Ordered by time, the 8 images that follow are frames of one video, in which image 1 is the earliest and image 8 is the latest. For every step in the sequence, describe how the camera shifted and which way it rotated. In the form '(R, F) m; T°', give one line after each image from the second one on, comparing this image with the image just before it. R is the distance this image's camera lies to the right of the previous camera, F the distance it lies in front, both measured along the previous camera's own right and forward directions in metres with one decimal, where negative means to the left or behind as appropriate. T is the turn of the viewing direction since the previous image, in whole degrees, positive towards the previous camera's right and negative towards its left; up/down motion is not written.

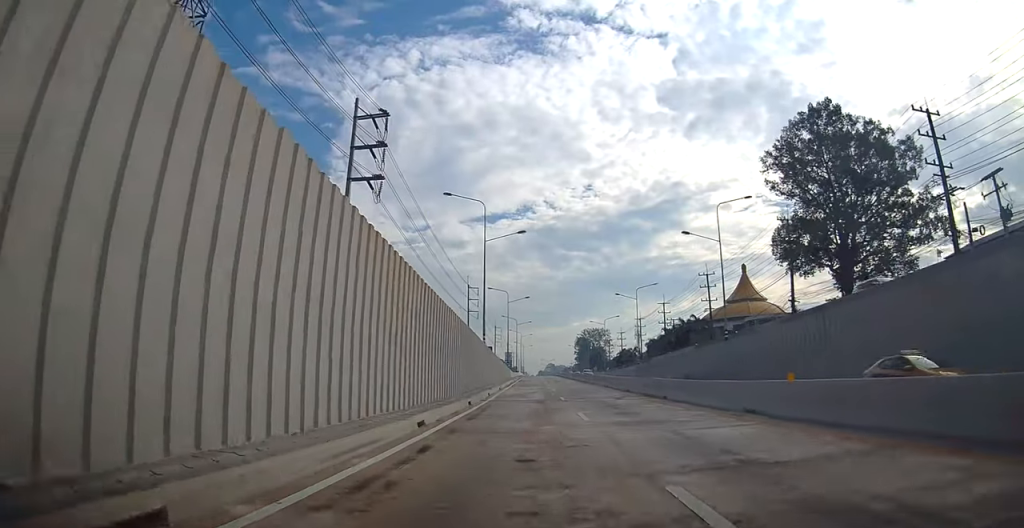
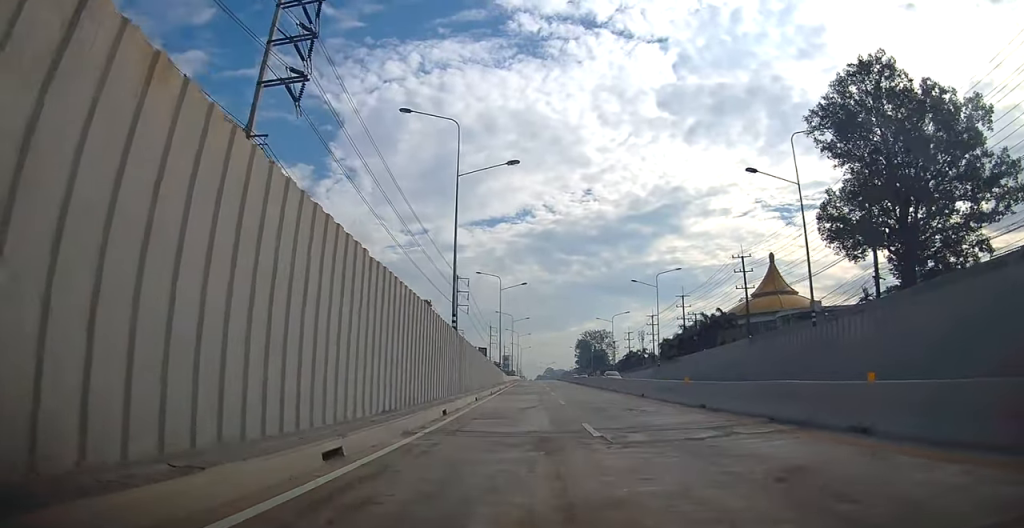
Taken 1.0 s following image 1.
(+0.2, +15.0) m; +1°
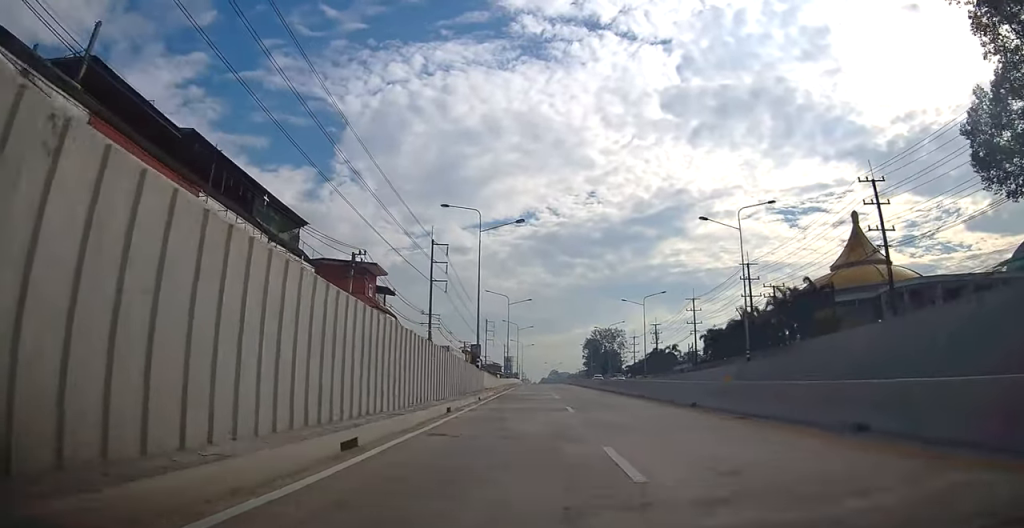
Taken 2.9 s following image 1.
(+0.6, +28.5) m; 0°
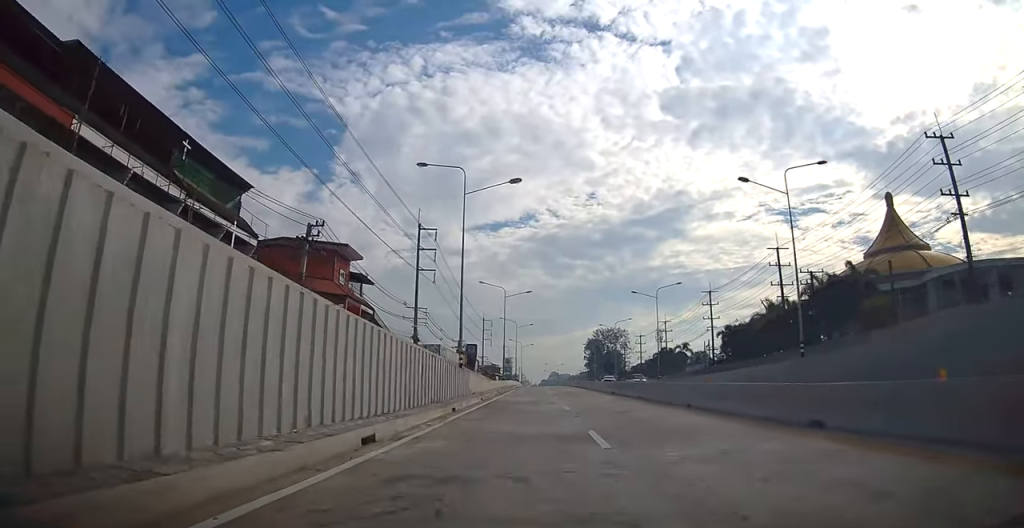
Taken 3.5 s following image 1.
(-0.3, +8.8) m; -1°
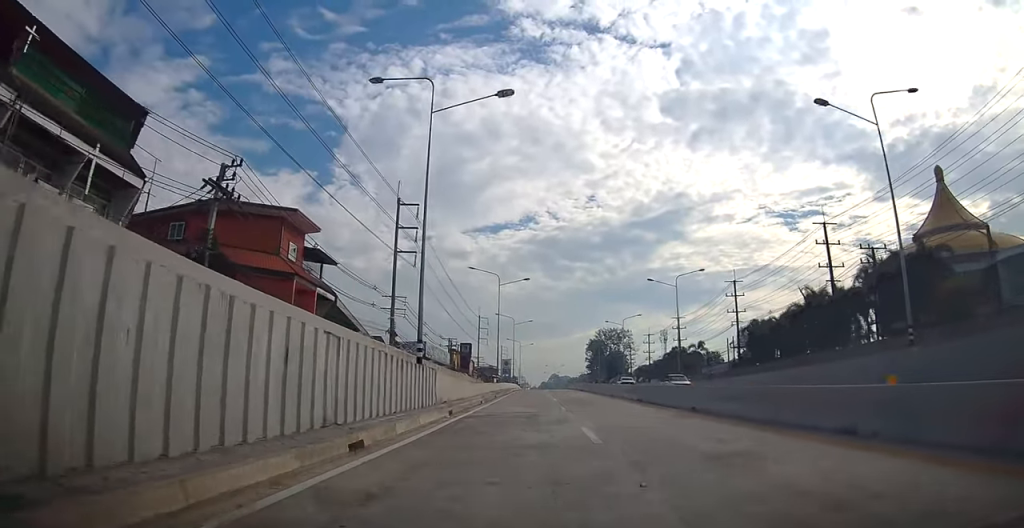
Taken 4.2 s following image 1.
(-0.1, +10.4) m; 0°
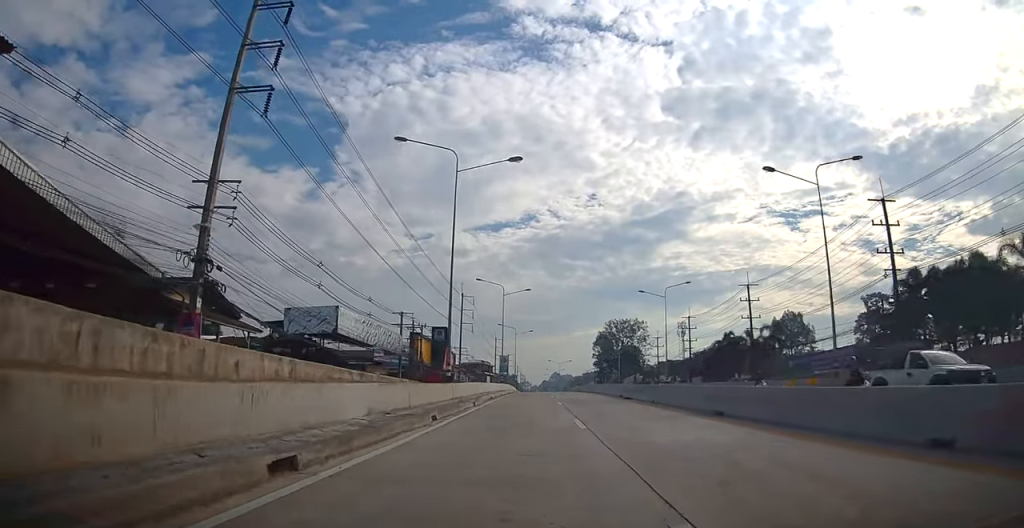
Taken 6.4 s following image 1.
(+0.7, +32.4) m; +2°
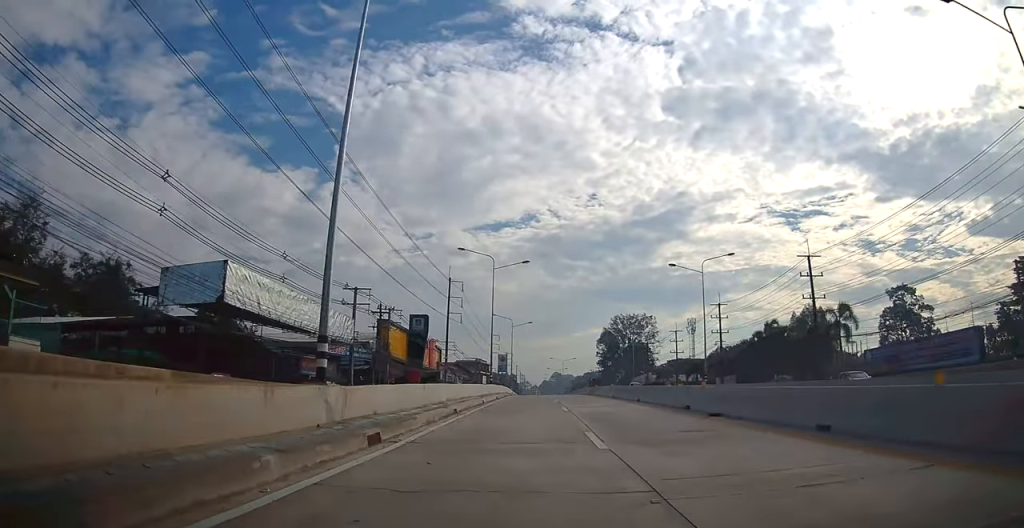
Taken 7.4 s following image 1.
(0.0, +15.5) m; +1°
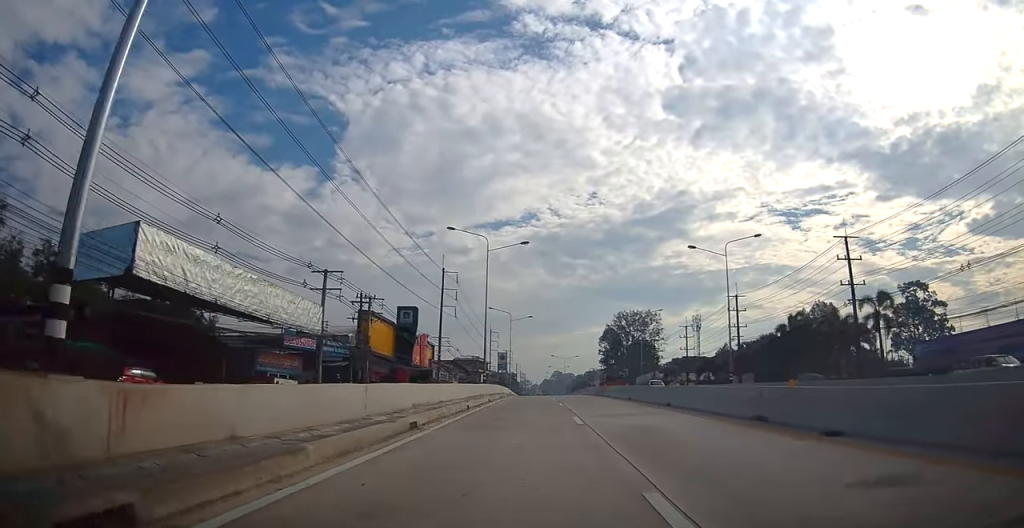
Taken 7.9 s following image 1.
(-0.1, +6.7) m; 0°
